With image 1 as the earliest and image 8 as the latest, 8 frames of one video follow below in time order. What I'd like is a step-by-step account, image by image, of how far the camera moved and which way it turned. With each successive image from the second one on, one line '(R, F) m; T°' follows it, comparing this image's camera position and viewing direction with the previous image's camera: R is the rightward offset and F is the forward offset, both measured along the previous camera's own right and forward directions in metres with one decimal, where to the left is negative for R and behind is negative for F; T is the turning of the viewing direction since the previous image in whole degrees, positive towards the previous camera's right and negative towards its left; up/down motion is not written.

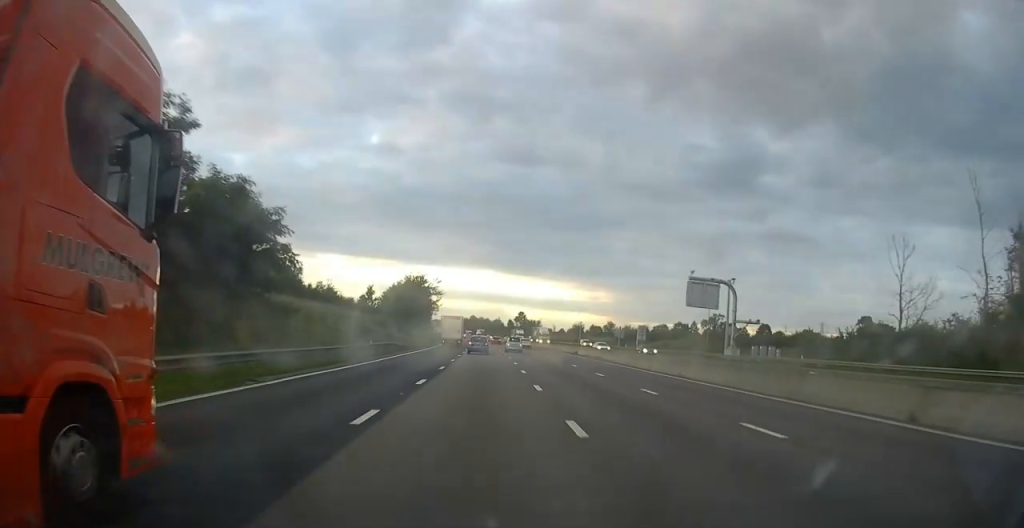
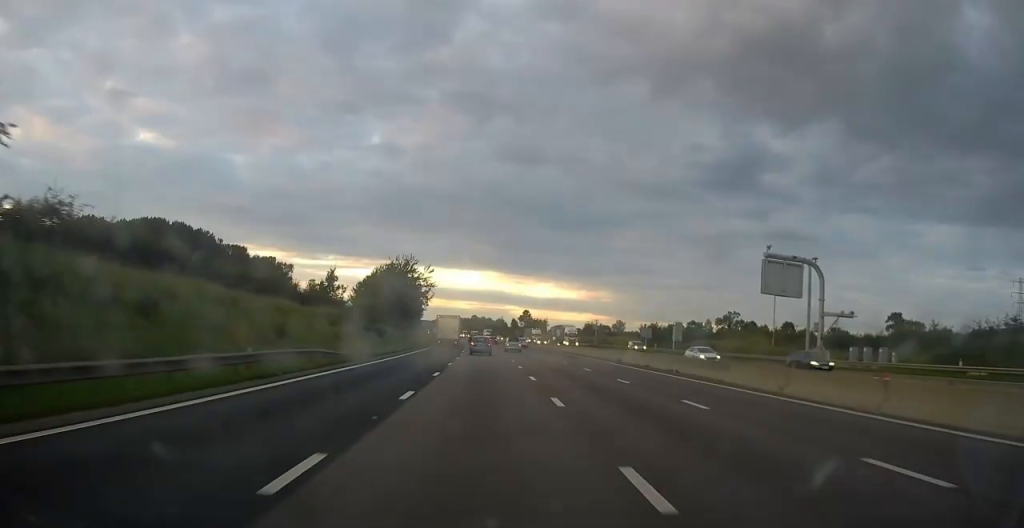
(-0.1, +21.9) m; -1°
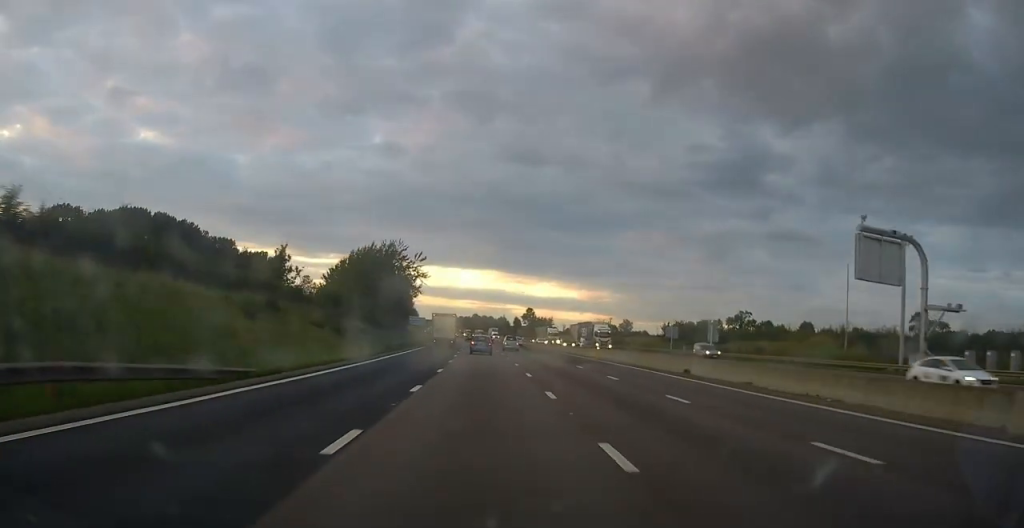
(0.0, +15.9) m; 0°
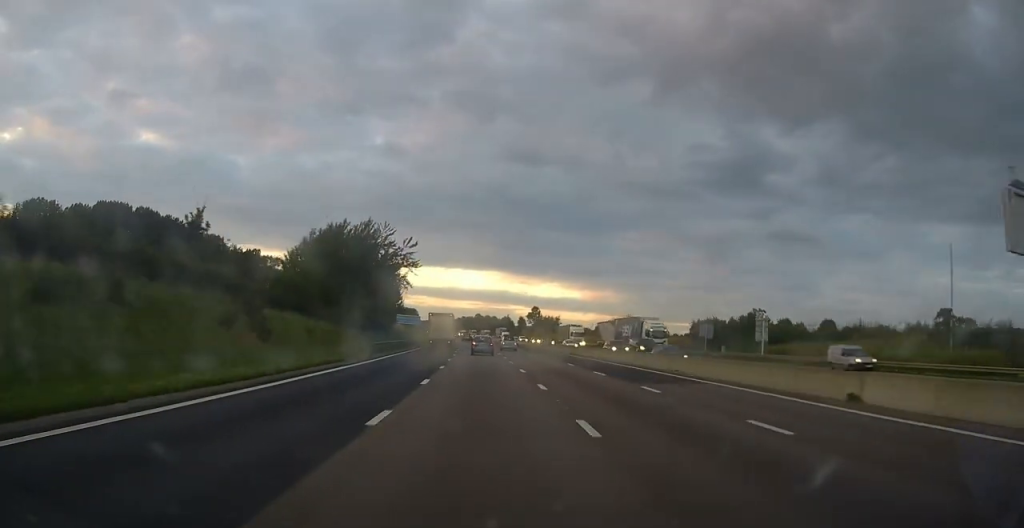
(-0.1, +15.1) m; 0°
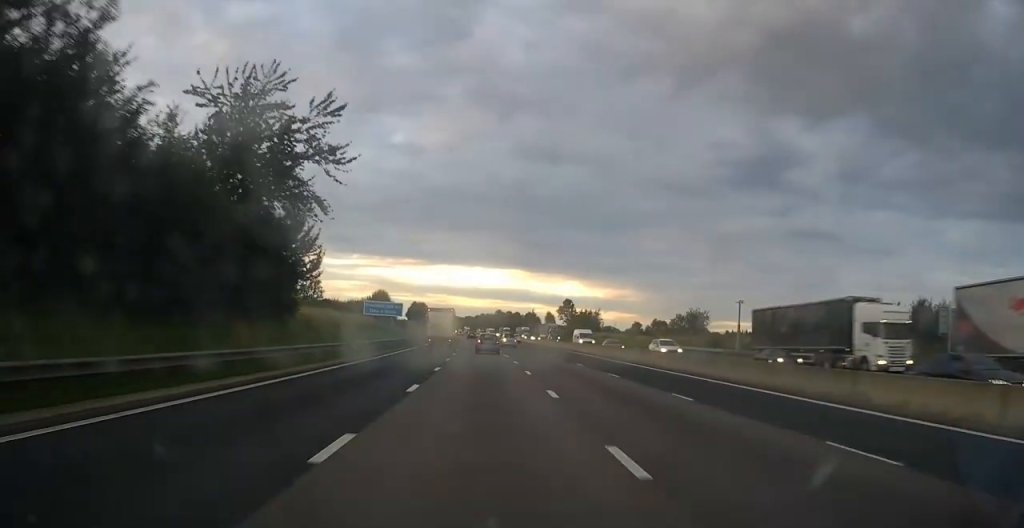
(-0.4, +48.0) m; -1°
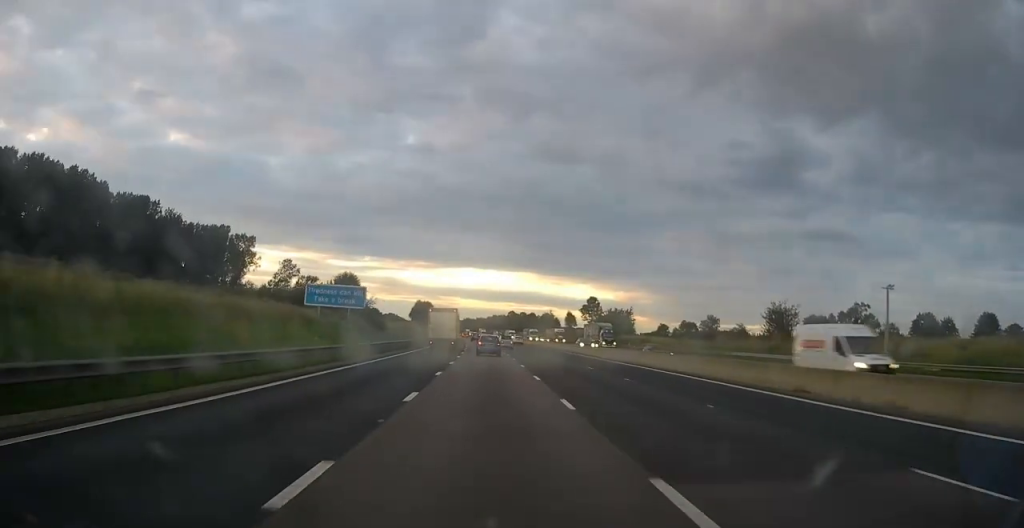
(-0.2, +29.3) m; -1°
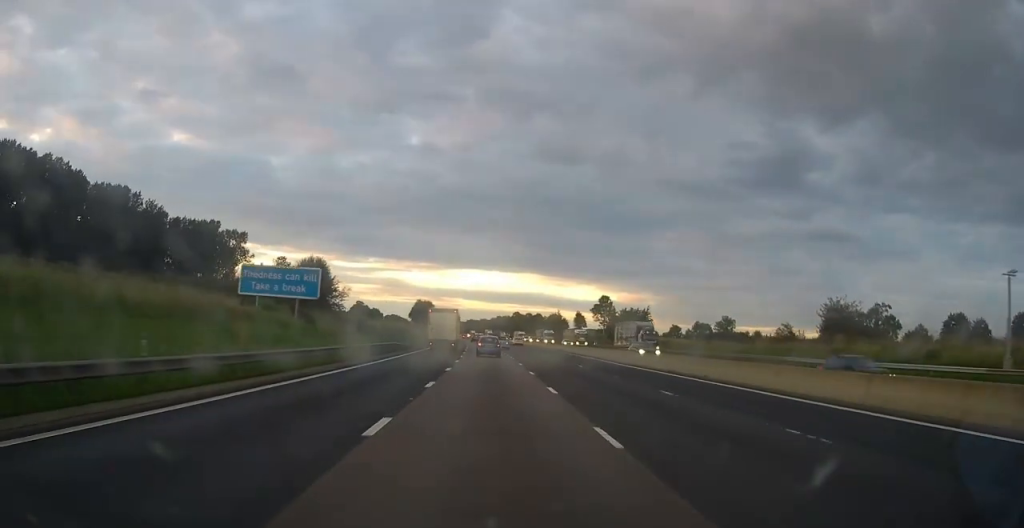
(0.0, +14.1) m; 0°
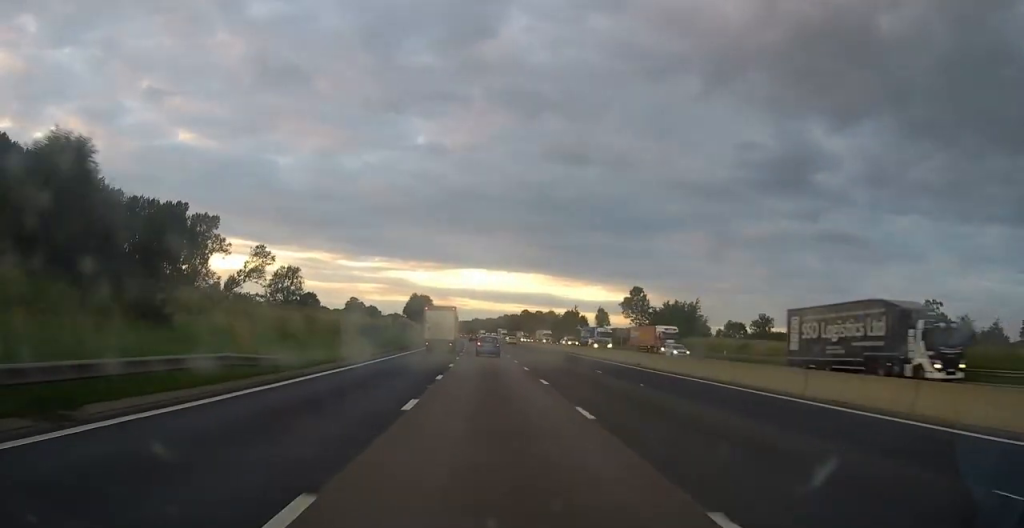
(-0.4, +32.8) m; -1°
